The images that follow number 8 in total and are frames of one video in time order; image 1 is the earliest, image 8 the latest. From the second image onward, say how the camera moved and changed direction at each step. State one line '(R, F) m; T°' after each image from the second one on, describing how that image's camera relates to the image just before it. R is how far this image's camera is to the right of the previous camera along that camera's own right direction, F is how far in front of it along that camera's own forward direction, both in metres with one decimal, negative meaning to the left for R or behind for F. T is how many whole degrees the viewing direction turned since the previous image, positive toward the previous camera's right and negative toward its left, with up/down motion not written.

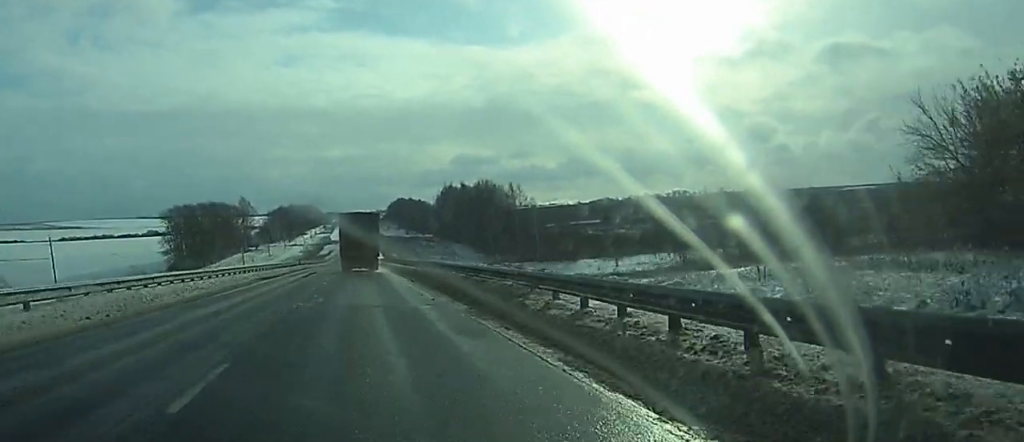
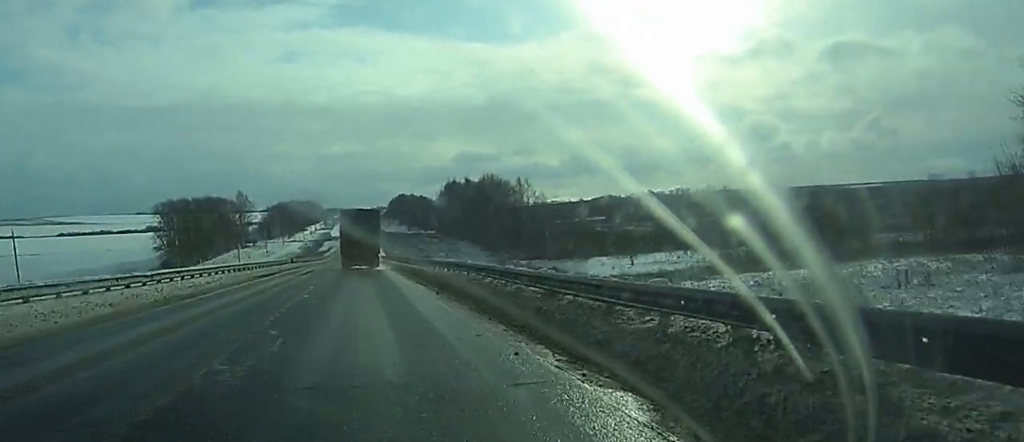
(0.0, +11.7) m; 0°
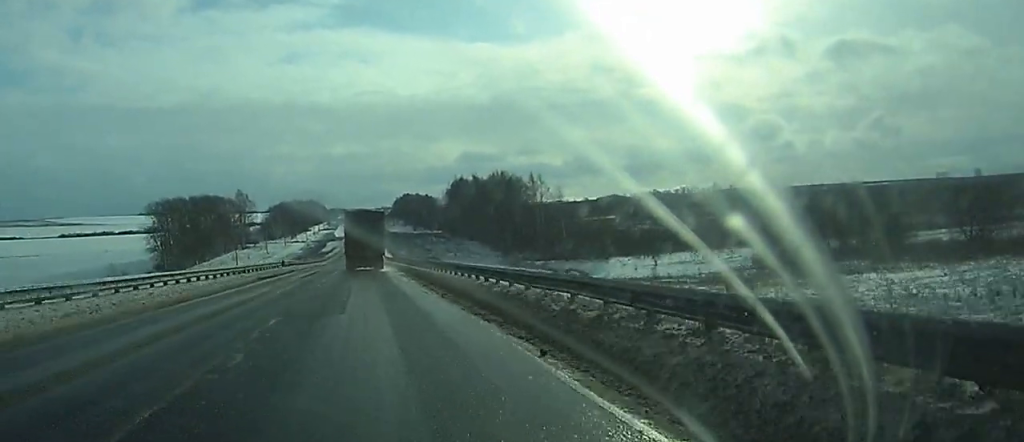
(0.0, +13.3) m; 0°
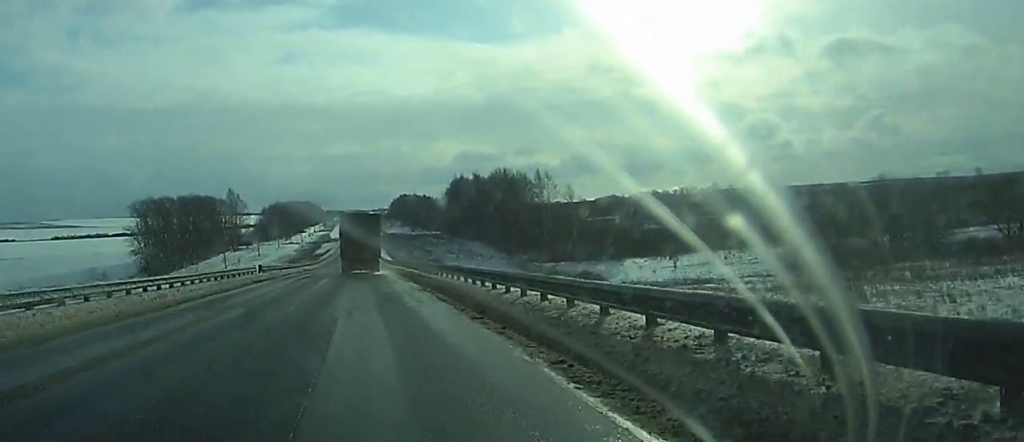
(0.0, +14.1) m; 0°
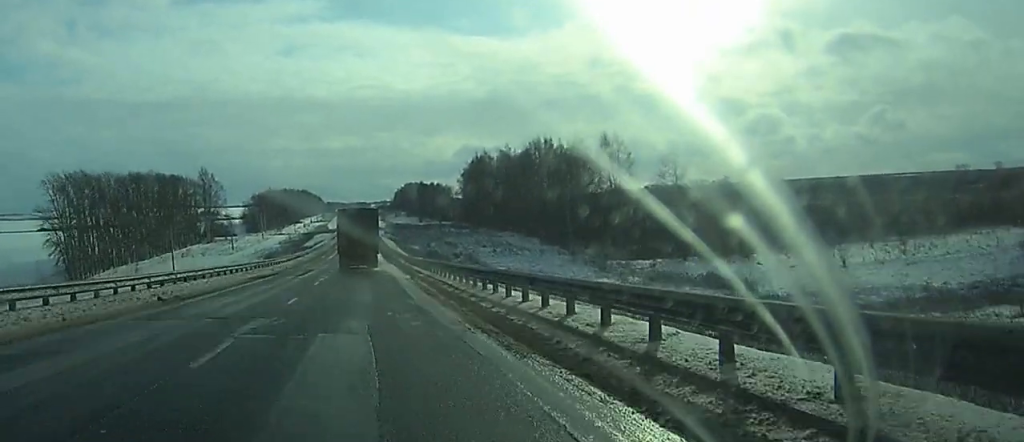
(+0.3, +64.4) m; 0°
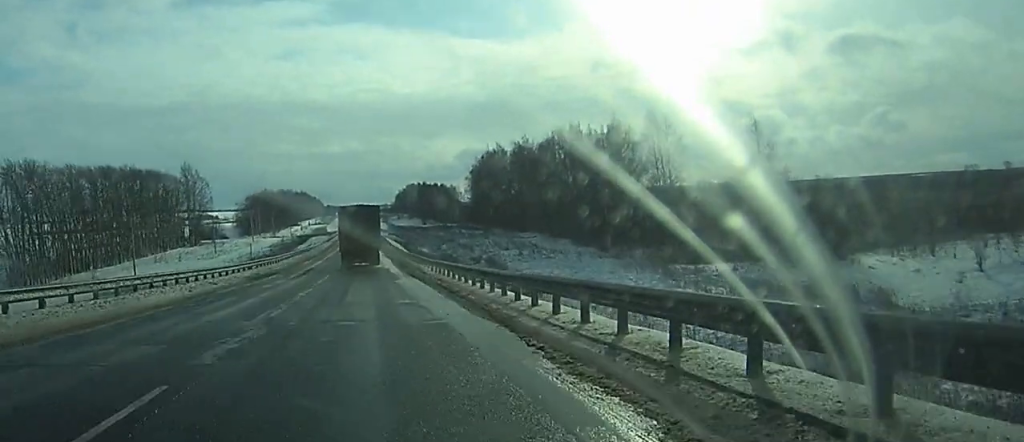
(-0.1, +28.3) m; 0°
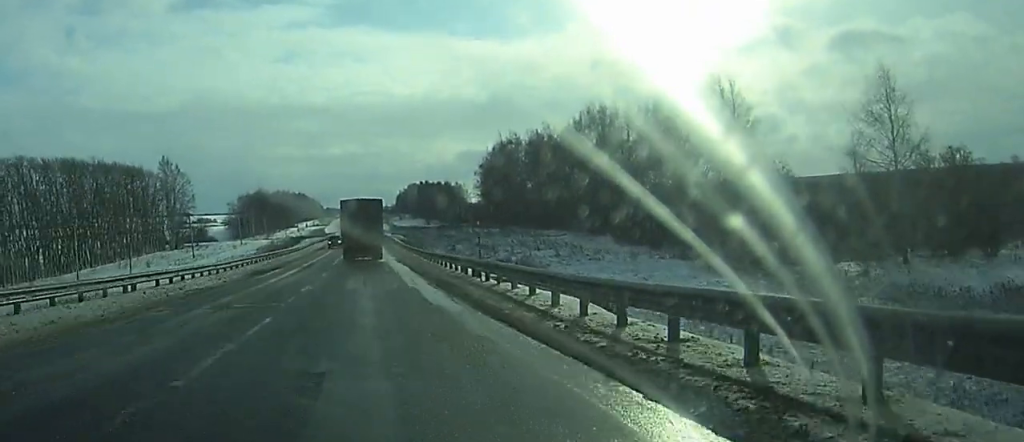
(+0.1, +27.5) m; 0°
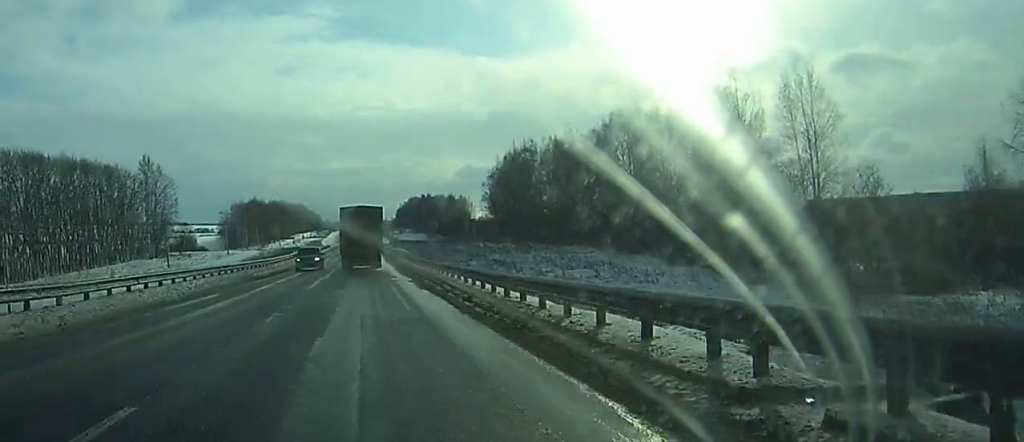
(0.0, +21.3) m; 0°
